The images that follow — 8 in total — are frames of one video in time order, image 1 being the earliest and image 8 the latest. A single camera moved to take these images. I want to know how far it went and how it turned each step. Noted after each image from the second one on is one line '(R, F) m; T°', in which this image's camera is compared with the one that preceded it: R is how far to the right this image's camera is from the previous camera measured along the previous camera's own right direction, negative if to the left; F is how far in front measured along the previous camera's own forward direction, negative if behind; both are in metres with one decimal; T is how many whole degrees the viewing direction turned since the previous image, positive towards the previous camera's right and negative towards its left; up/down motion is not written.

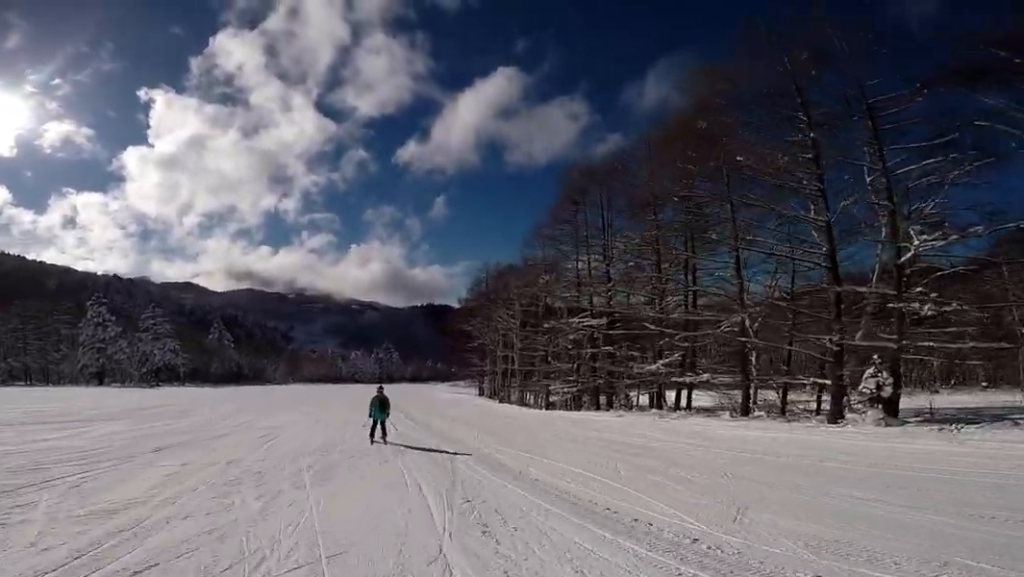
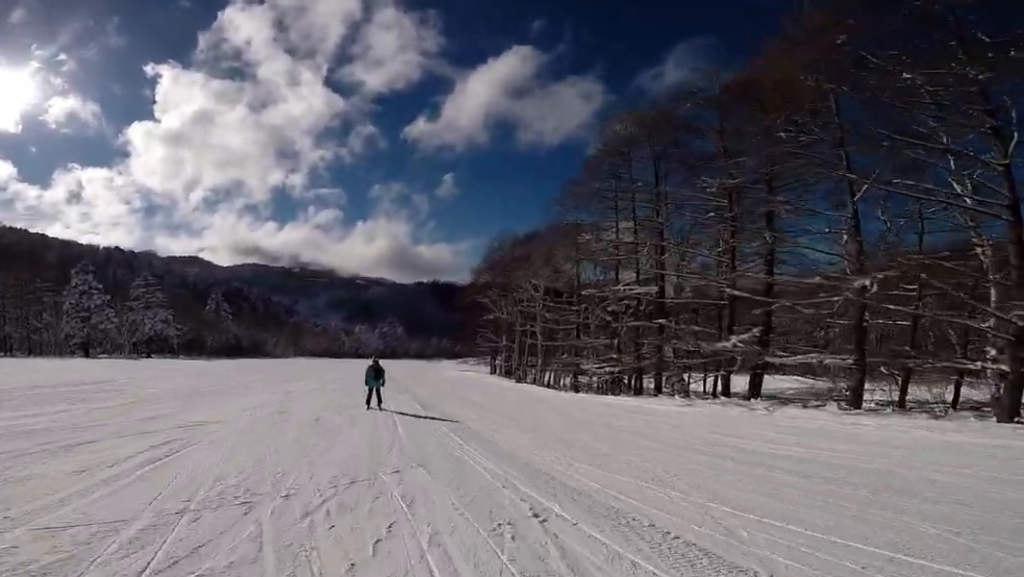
(0.0, +5.9) m; 0°
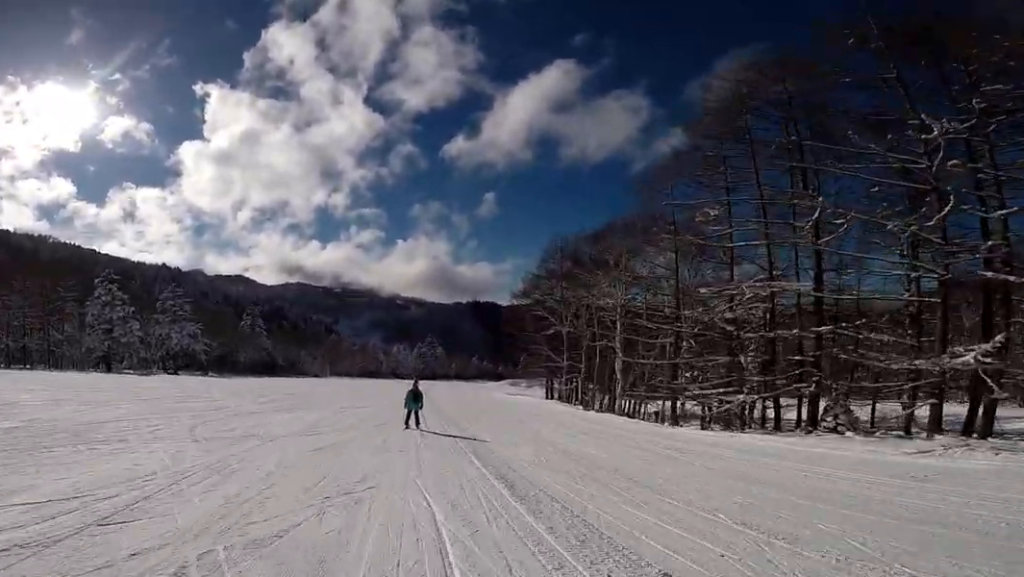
(0.0, +8.0) m; 0°
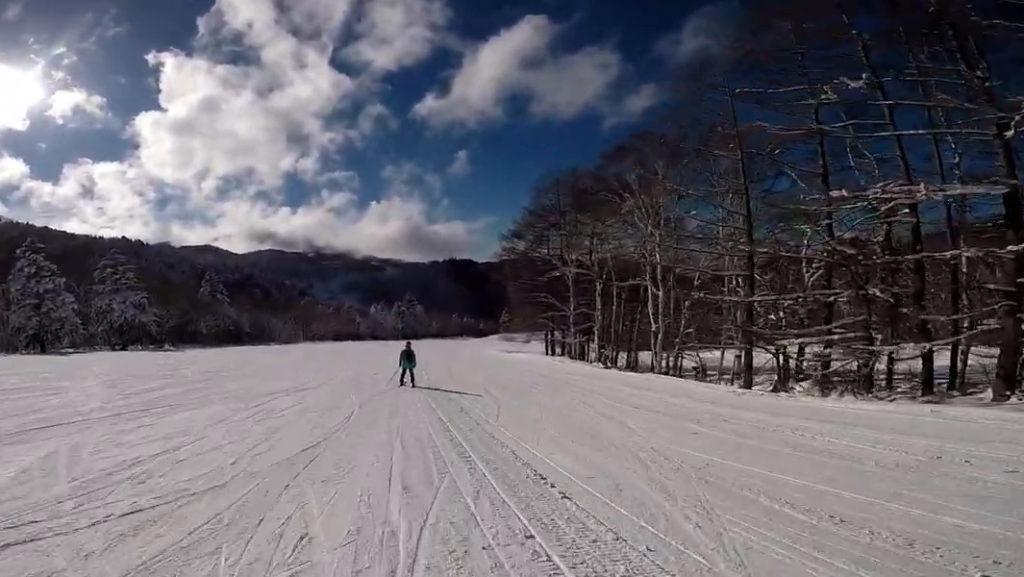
(0.0, +8.9) m; 0°
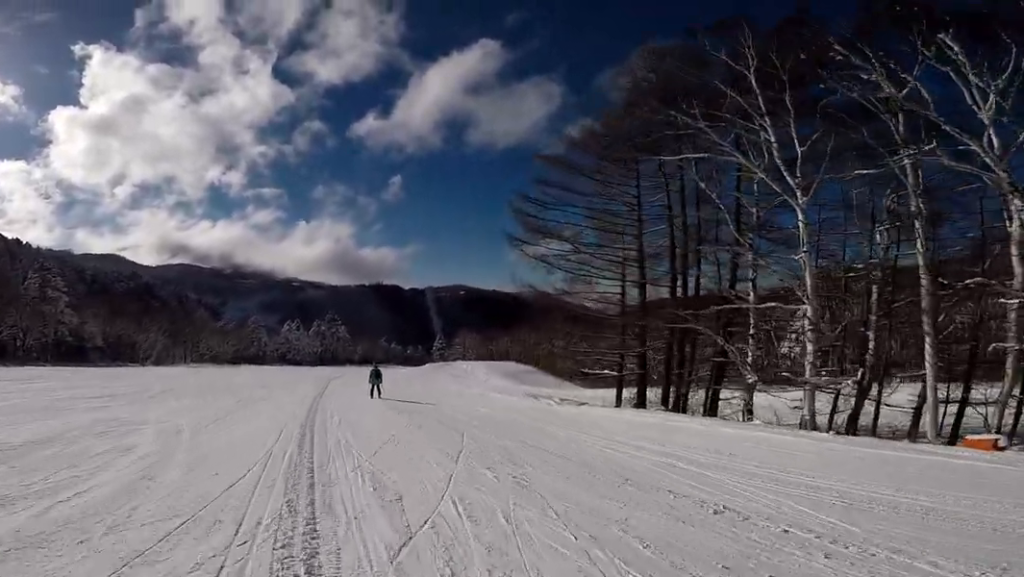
(0.0, +30.4) m; +7°
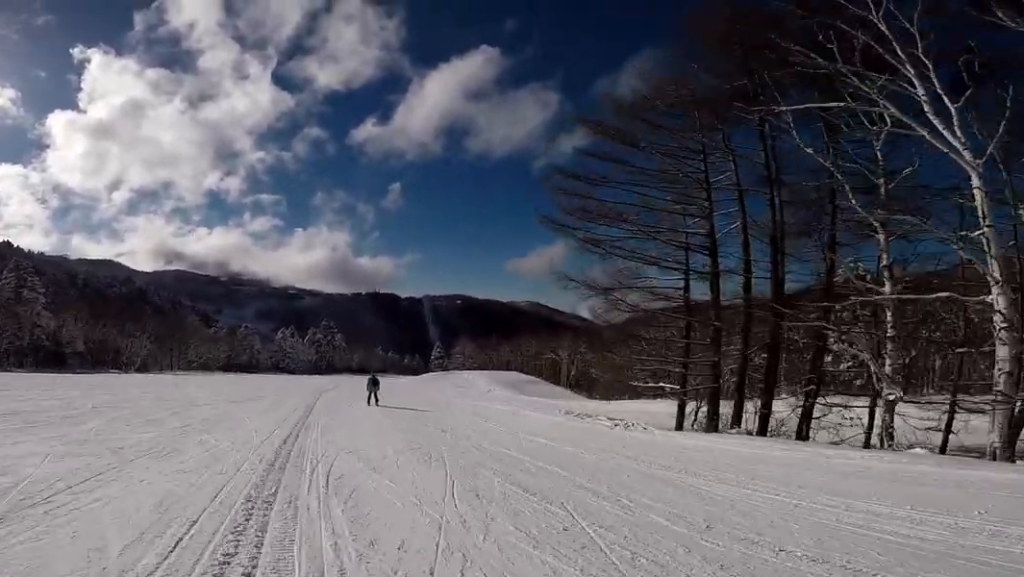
(+0.3, +5.3) m; +2°
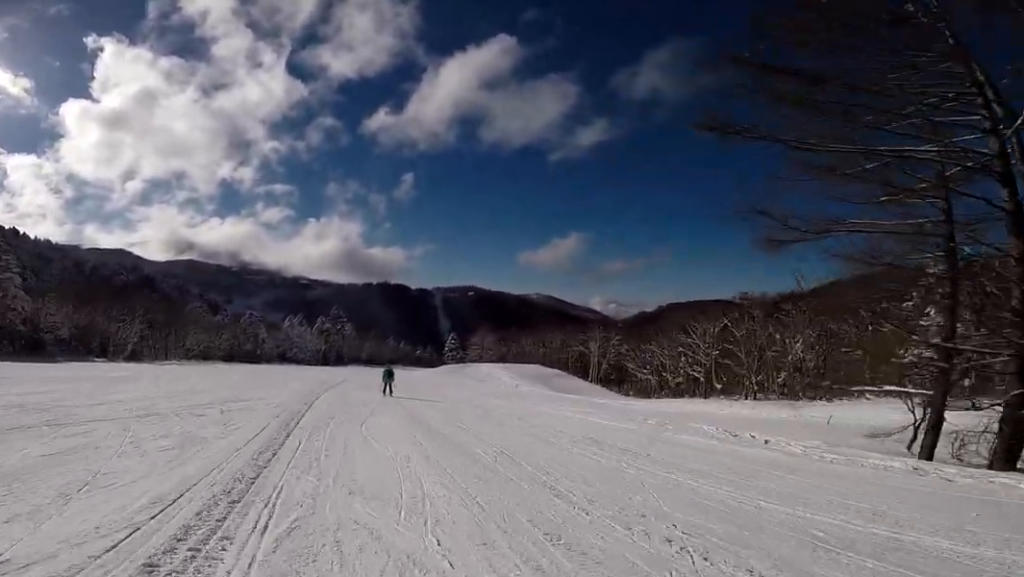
(+0.5, +9.7) m; -3°
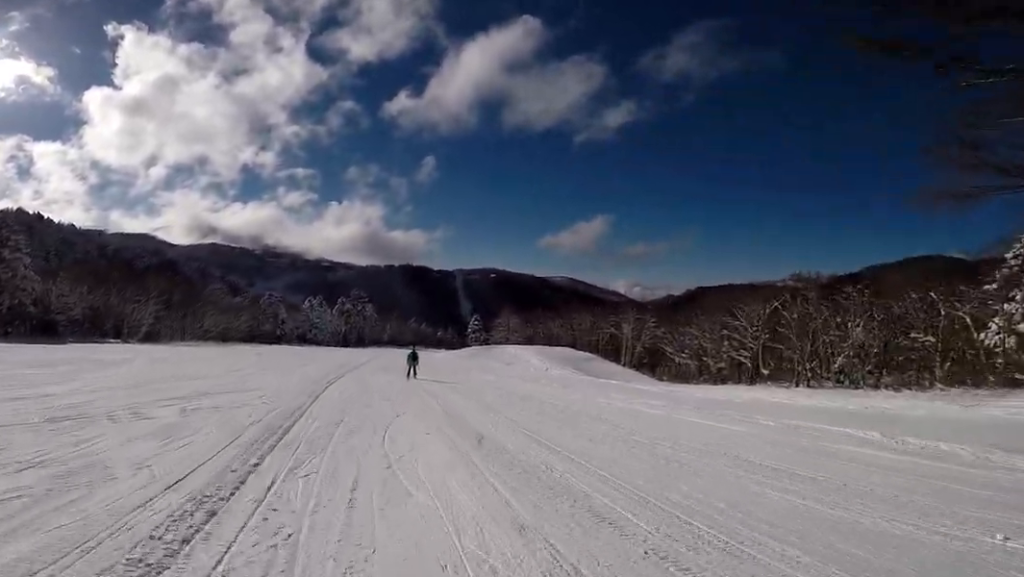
(-0.4, +4.2) m; -5°
